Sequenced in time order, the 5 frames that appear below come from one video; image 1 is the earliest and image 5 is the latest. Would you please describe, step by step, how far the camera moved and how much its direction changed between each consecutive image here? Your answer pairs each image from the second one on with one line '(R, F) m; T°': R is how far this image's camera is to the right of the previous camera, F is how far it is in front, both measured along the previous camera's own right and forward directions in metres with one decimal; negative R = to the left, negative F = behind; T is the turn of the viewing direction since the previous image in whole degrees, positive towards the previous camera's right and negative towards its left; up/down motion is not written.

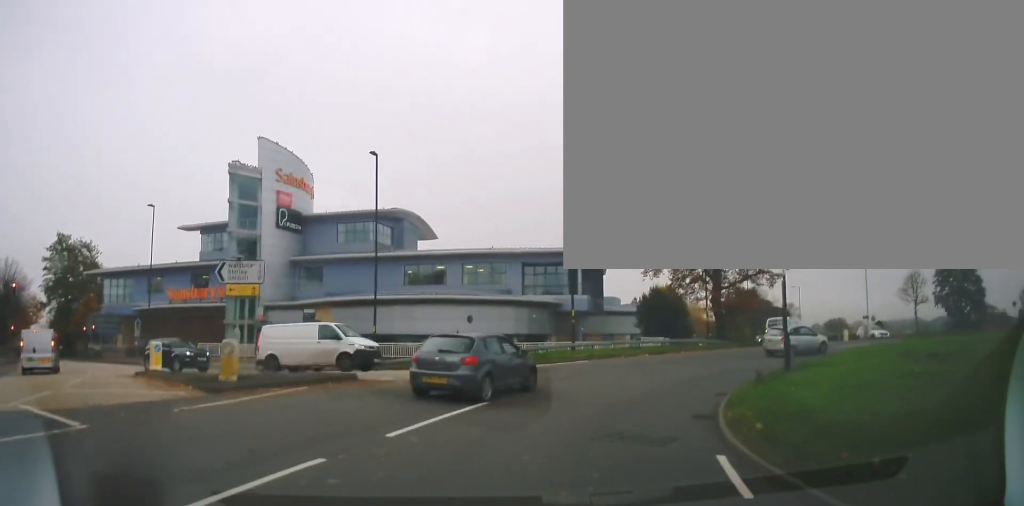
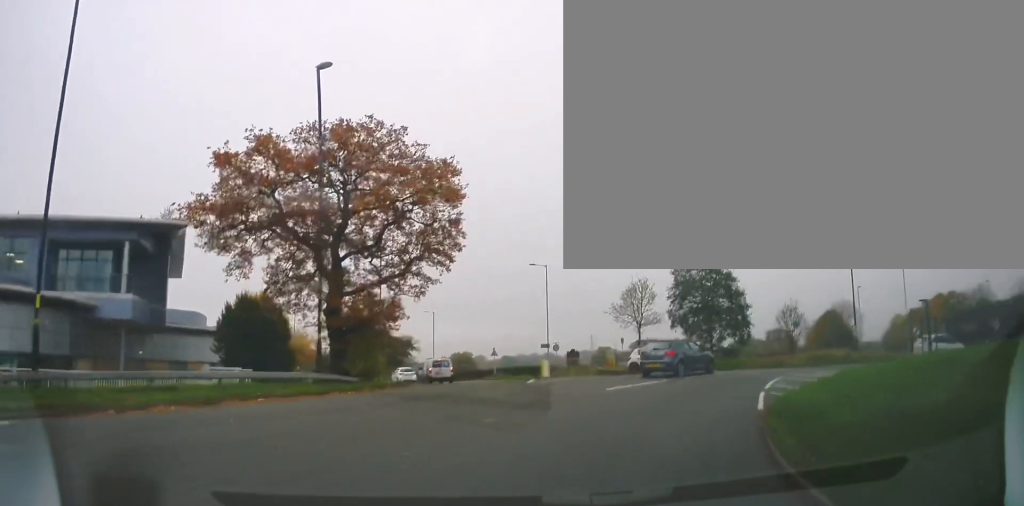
(+5.2, +17.4) m; +35°
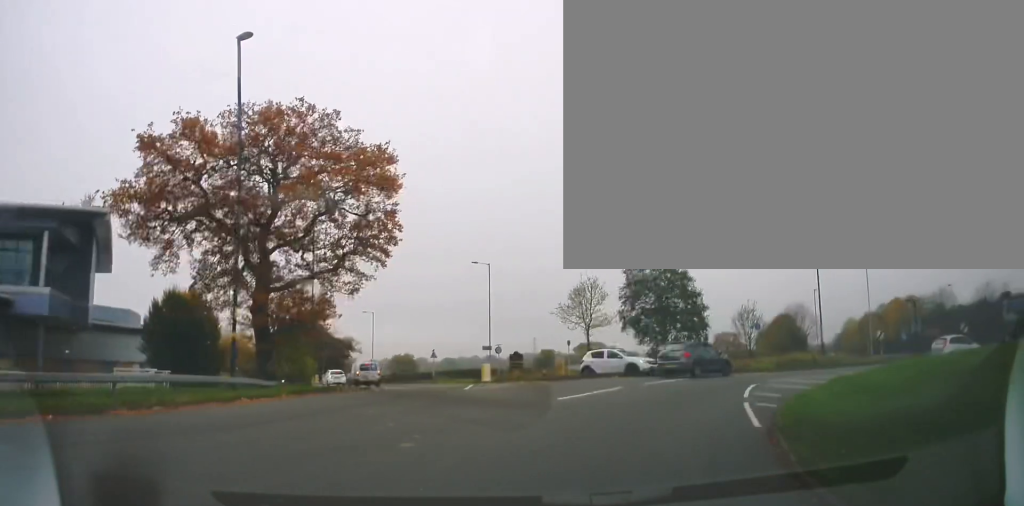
(+0.1, +2.5) m; +5°
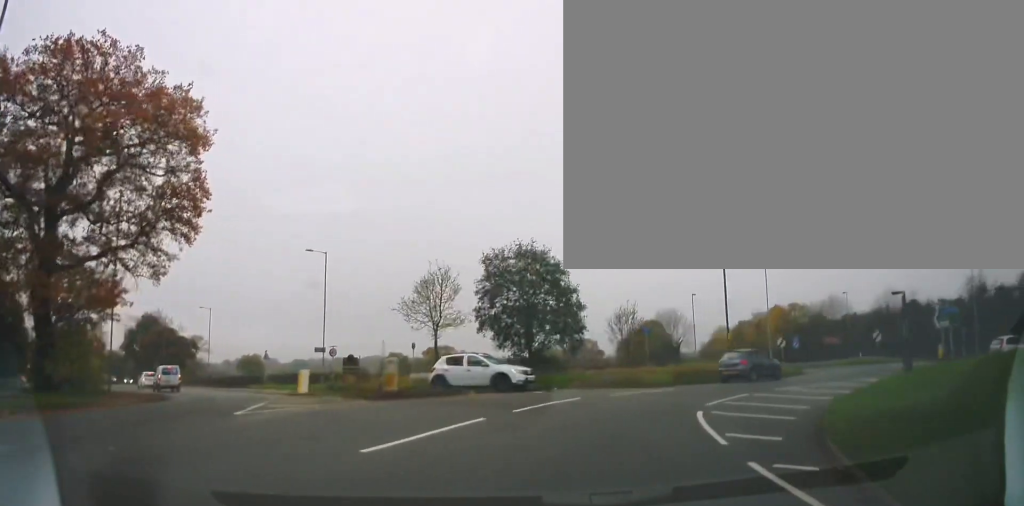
(+0.8, +6.6) m; +15°
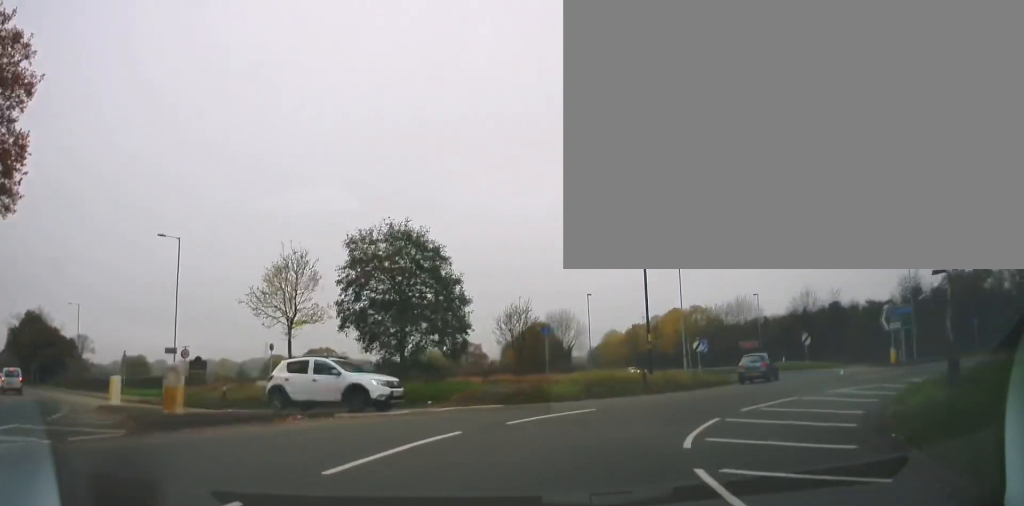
(+0.8, +6.0) m; +11°
